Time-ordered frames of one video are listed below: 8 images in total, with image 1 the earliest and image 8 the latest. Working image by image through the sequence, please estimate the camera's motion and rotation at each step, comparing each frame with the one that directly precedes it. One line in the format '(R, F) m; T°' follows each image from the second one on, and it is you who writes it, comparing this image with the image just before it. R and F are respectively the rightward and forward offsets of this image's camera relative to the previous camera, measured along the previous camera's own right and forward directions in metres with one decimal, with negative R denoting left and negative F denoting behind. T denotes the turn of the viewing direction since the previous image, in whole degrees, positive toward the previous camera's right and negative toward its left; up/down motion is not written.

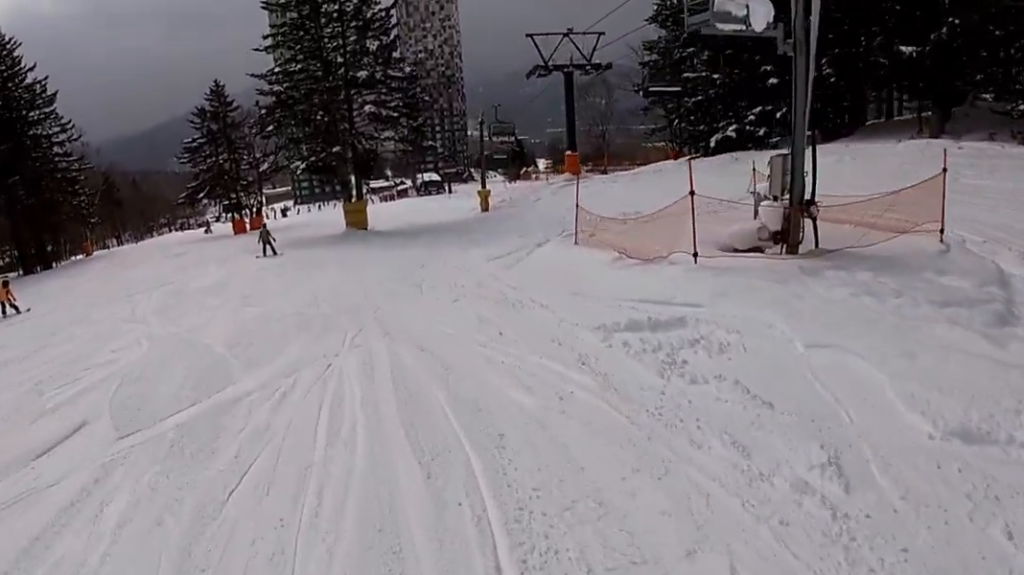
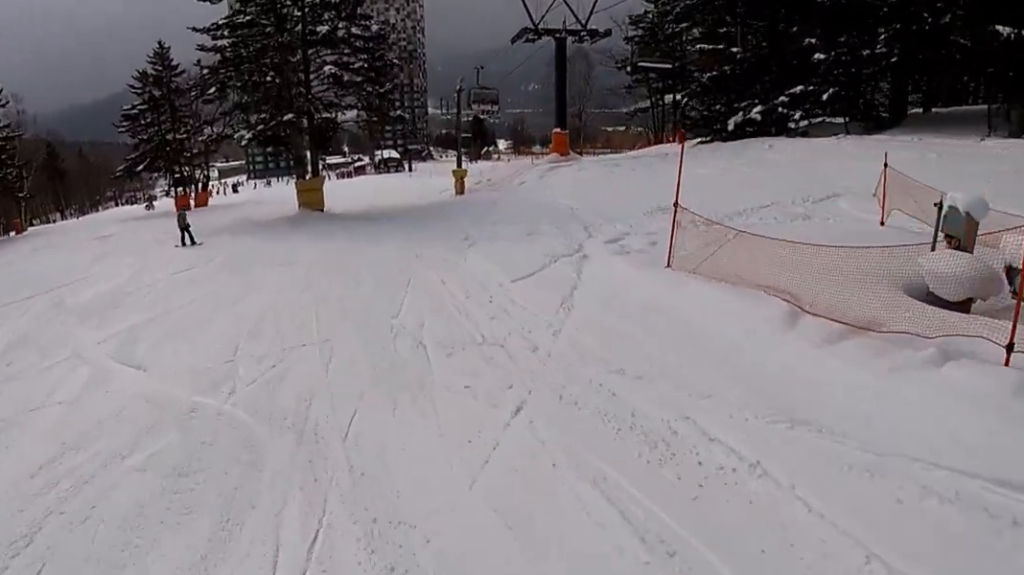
(+0.2, +5.3) m; +2°
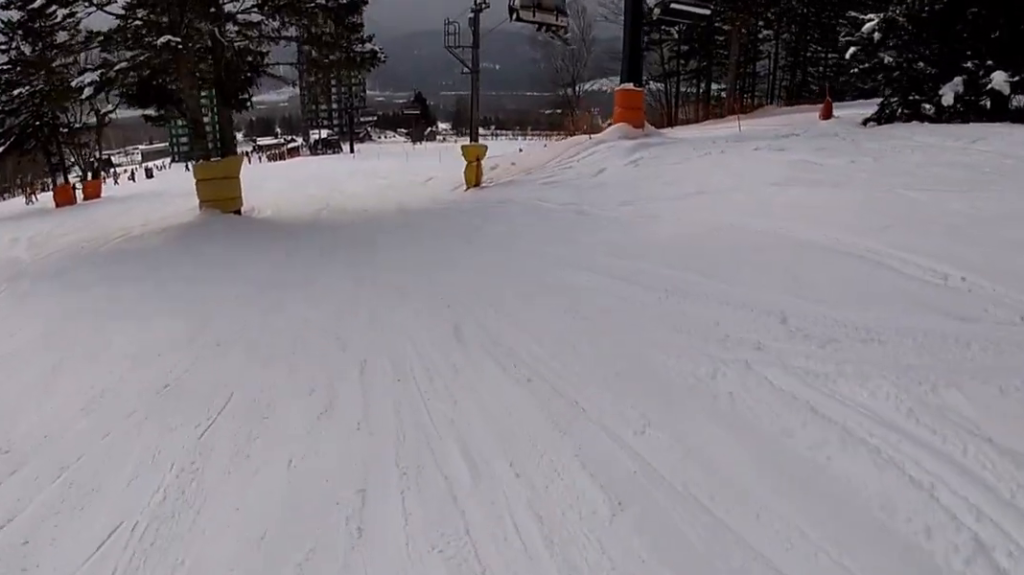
(0.0, +14.0) m; 0°
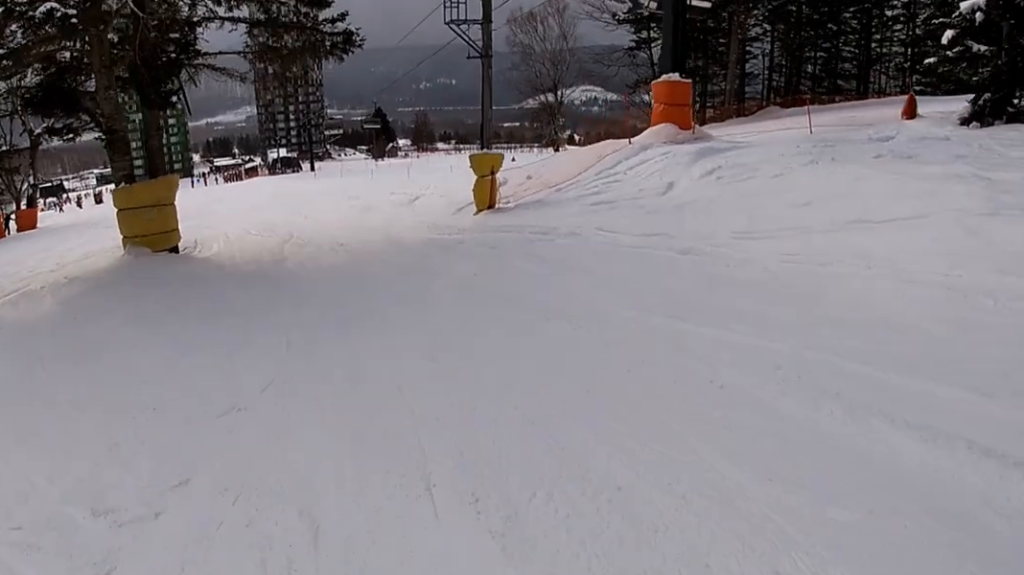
(0.0, +5.3) m; 0°
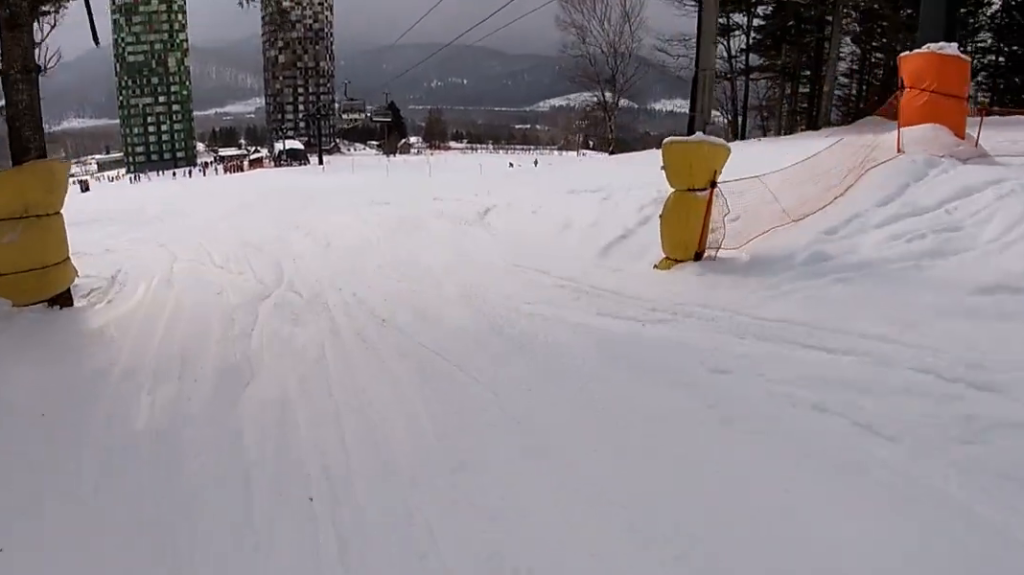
(0.0, +8.2) m; -3°
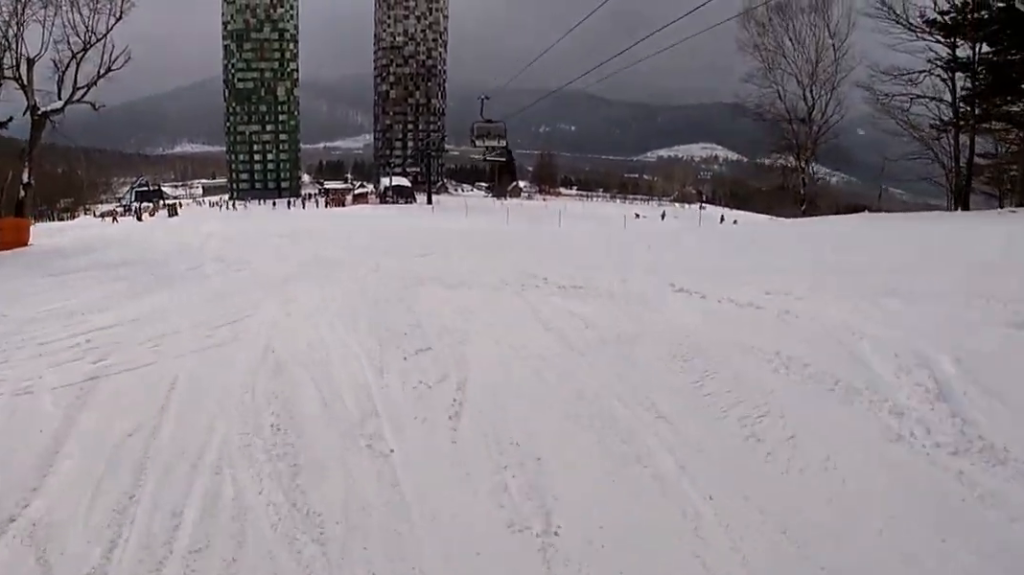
(-0.5, +9.3) m; -4°
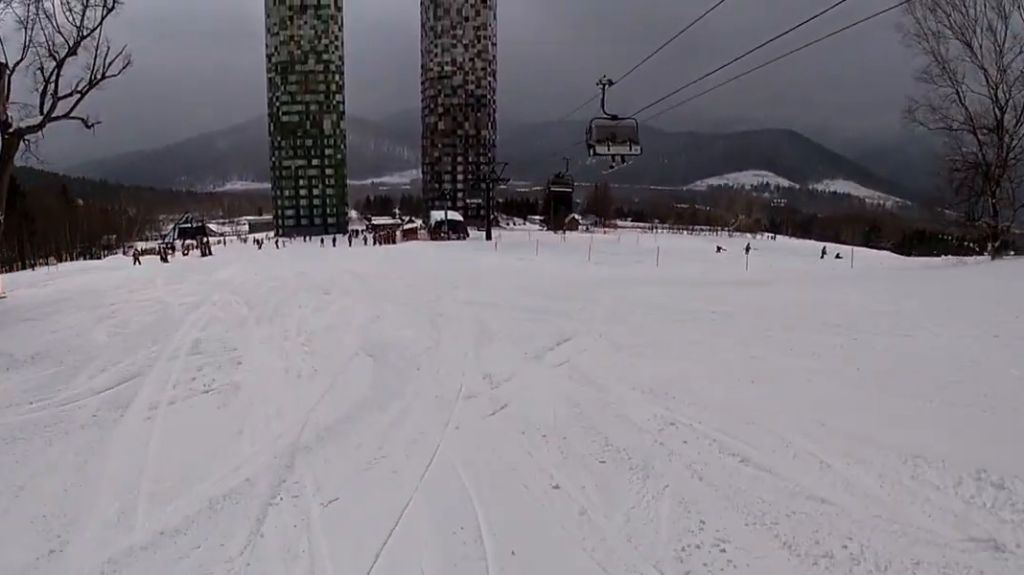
(-0.1, +8.8) m; 0°
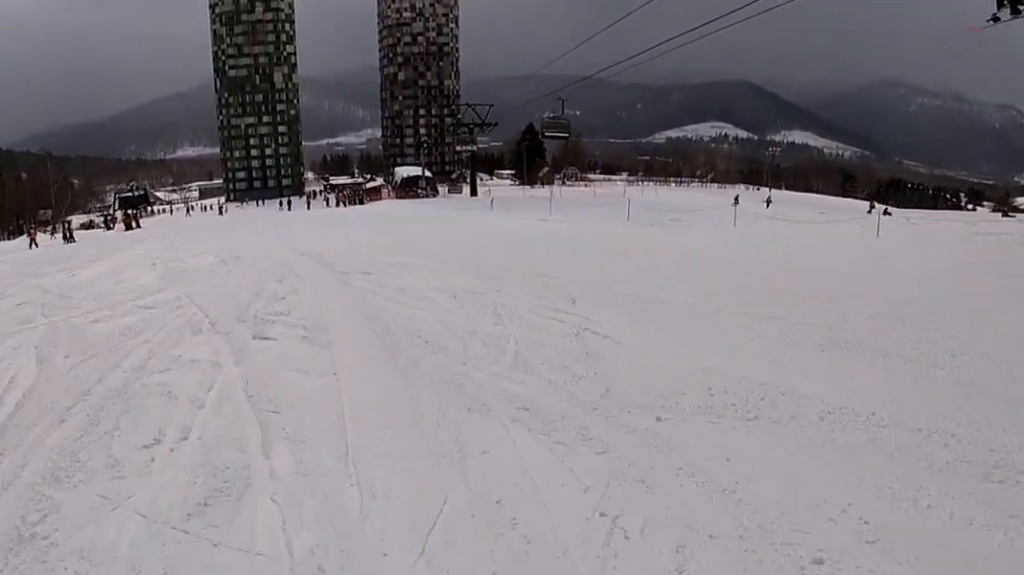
(-0.2, +12.2) m; -1°
